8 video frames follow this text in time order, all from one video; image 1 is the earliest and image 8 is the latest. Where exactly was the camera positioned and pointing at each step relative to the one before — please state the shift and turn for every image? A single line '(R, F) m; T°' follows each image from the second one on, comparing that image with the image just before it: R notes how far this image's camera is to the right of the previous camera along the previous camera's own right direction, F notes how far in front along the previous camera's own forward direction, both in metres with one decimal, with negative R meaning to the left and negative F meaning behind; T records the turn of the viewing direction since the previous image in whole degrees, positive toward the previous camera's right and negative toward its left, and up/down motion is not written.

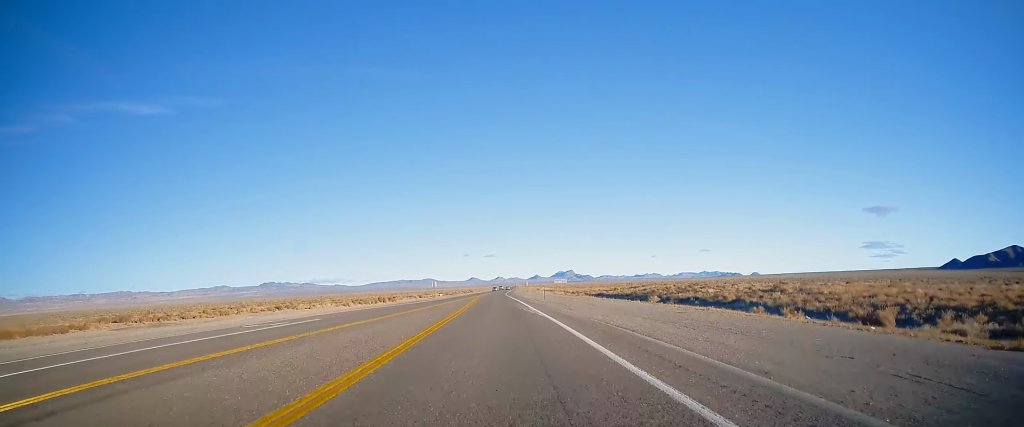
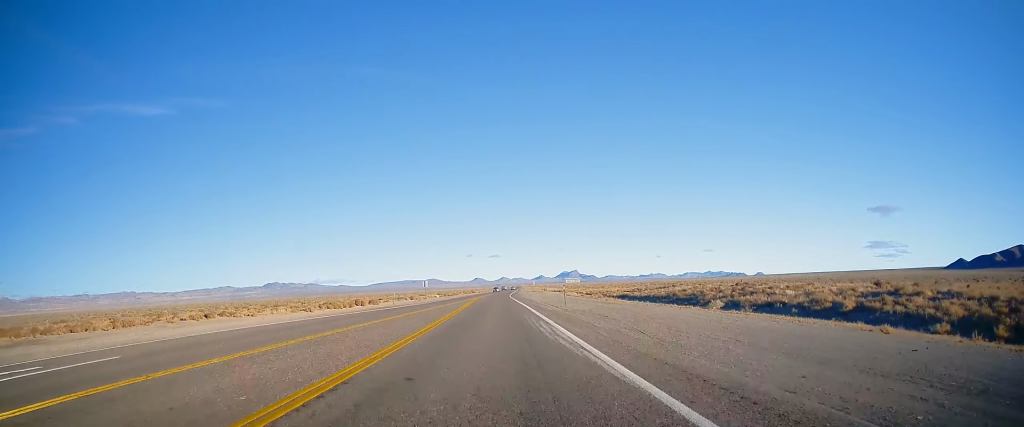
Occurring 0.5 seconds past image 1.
(-0.1, +16.8) m; -1°
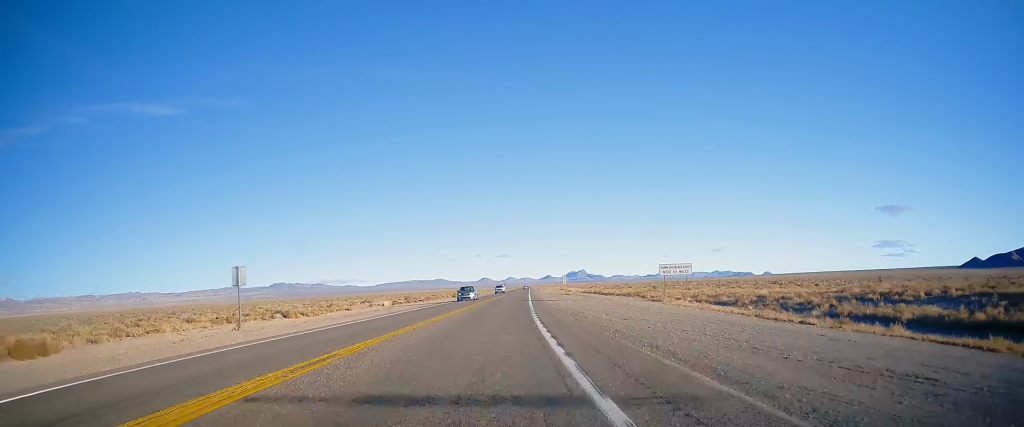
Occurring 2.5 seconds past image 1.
(-0.7, +65.8) m; -1°
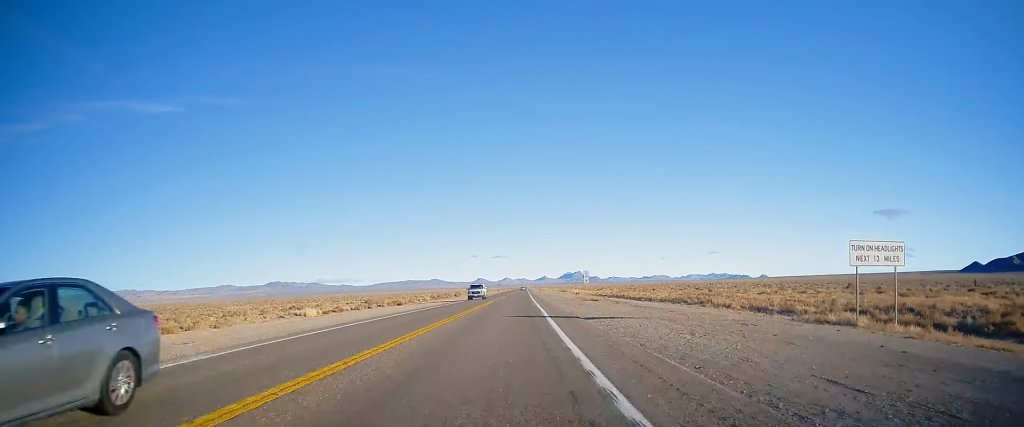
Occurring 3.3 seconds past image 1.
(-0.4, +27.9) m; 0°
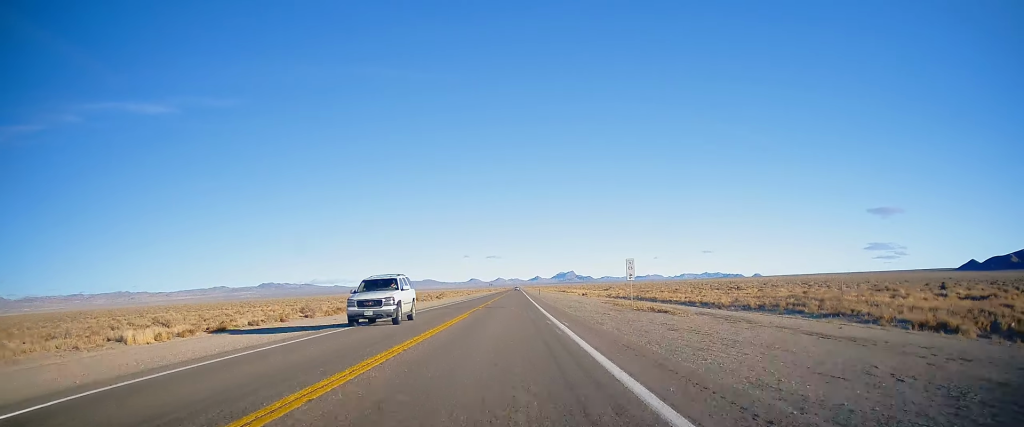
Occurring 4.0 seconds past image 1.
(+0.2, +23.6) m; +1°
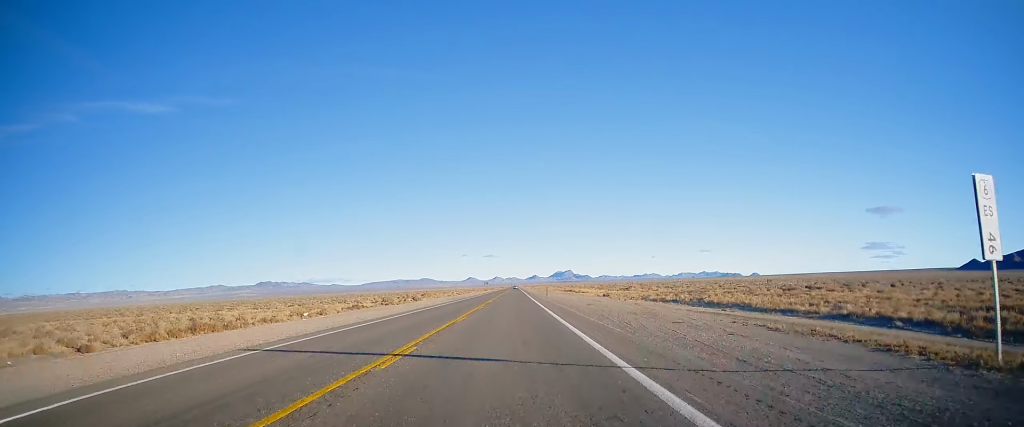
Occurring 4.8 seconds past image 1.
(+0.2, +27.0) m; +1°
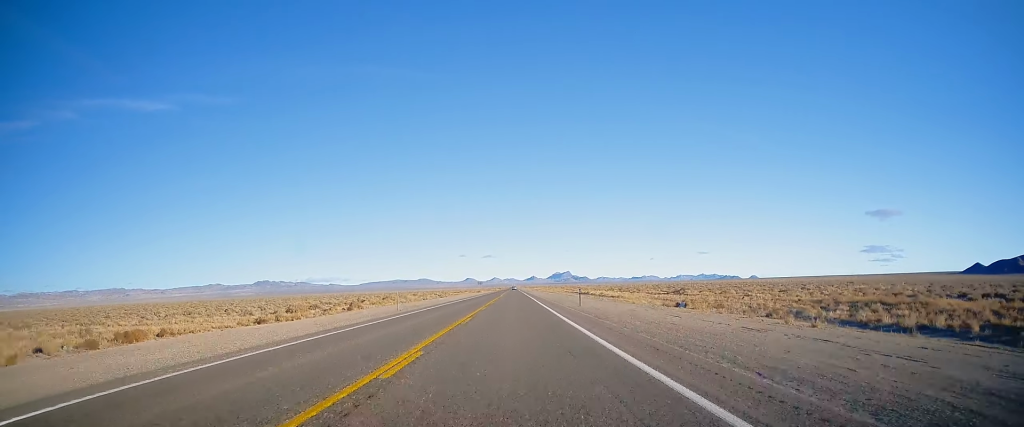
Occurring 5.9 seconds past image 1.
(+0.3, +37.4) m; 0°
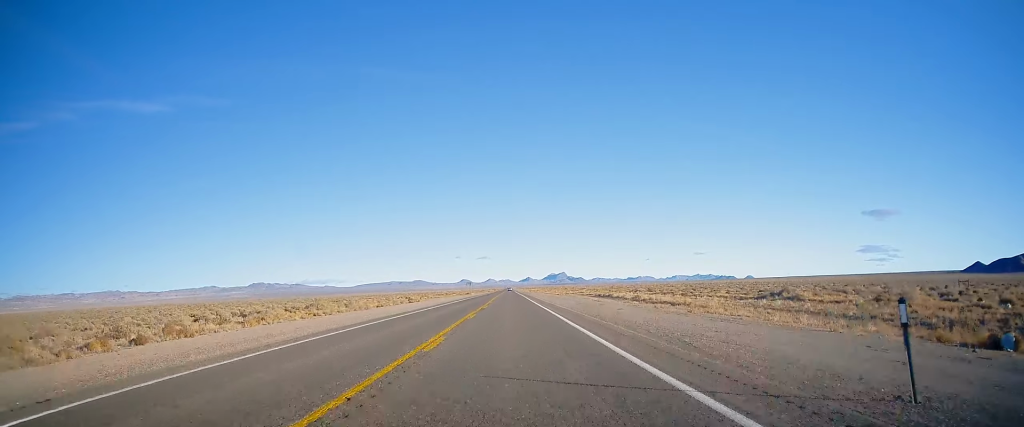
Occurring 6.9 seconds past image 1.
(-0.1, +33.1) m; 0°
